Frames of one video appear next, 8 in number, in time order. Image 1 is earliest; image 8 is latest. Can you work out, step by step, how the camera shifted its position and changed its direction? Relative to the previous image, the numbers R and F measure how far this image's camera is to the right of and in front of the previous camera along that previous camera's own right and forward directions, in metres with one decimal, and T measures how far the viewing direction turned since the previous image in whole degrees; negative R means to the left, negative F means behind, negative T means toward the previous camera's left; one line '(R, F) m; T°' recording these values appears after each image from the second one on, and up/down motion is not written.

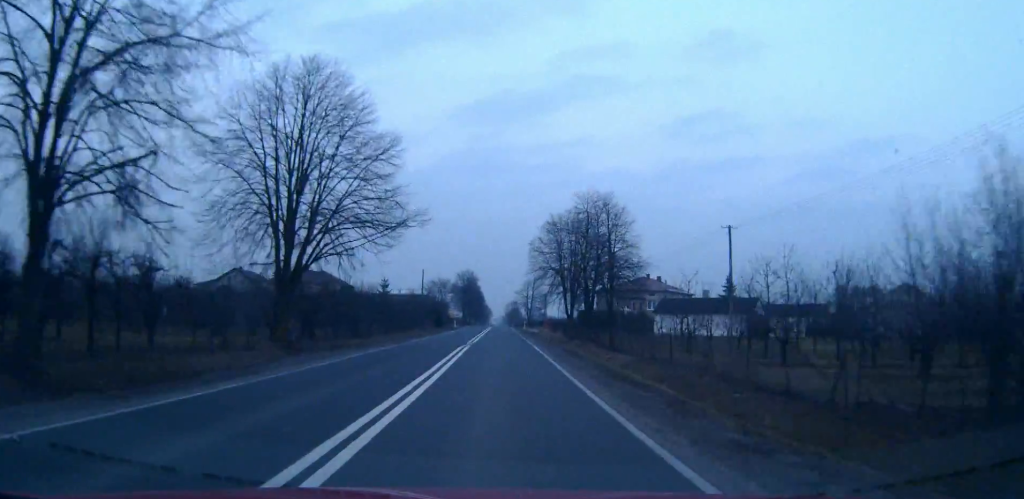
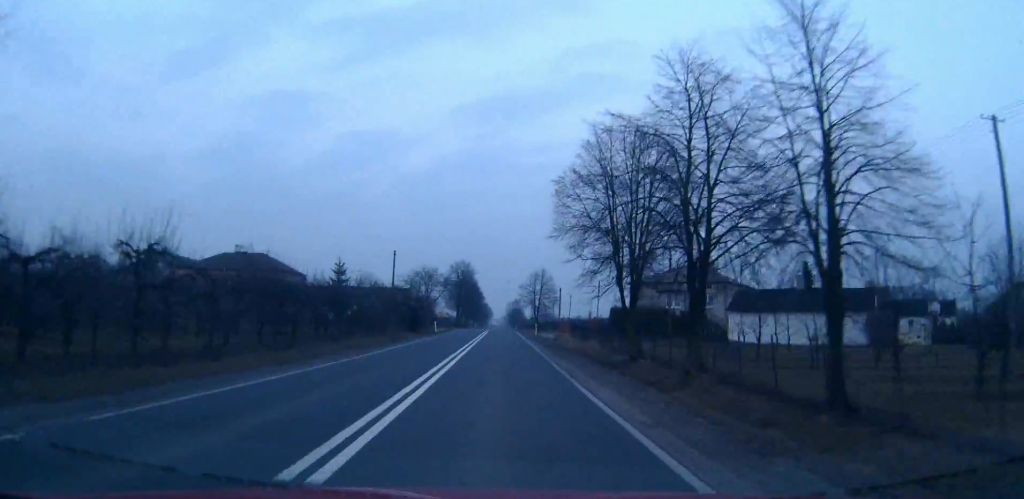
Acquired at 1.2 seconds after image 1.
(0.0, +29.5) m; 0°
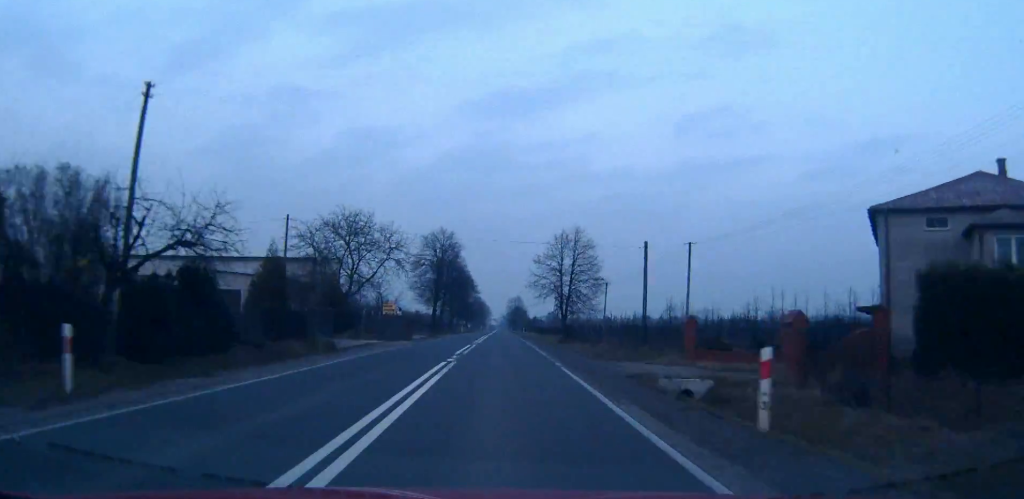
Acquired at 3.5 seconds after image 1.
(0.0, +56.5) m; 0°
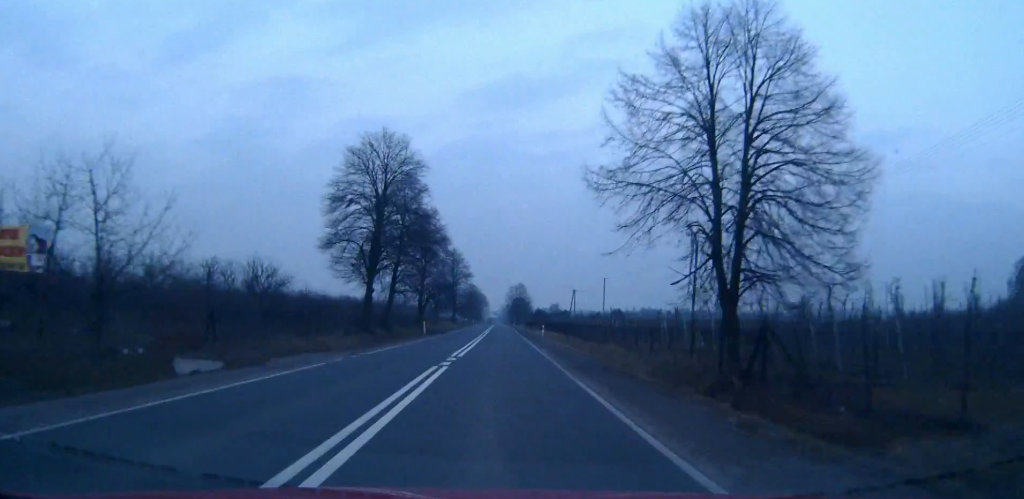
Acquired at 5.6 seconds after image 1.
(0.0, +51.6) m; 0°
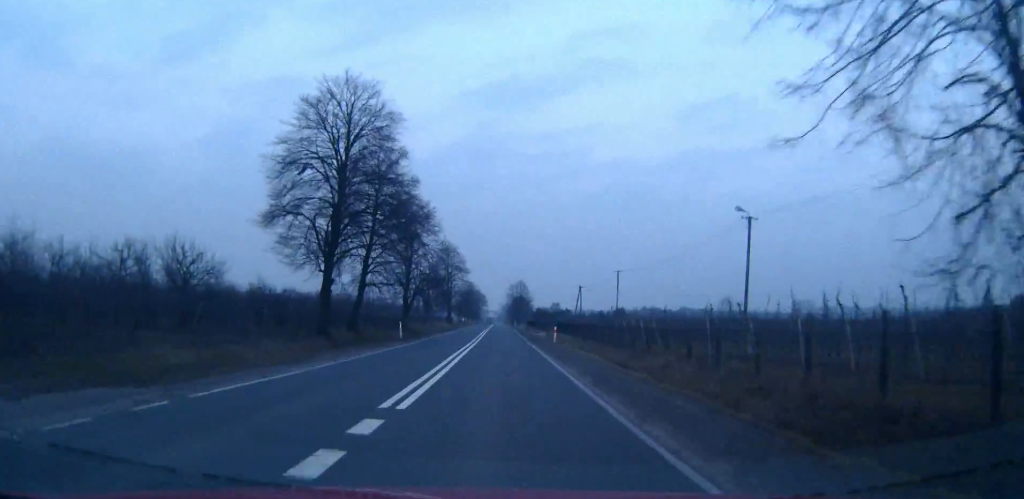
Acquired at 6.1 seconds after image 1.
(0.0, +13.1) m; 0°
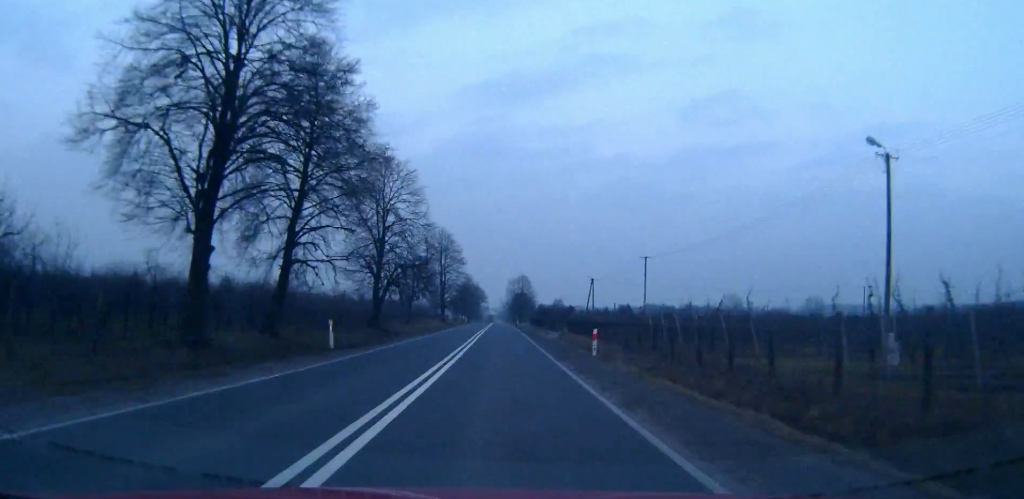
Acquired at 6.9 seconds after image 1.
(0.0, +18.1) m; 0°
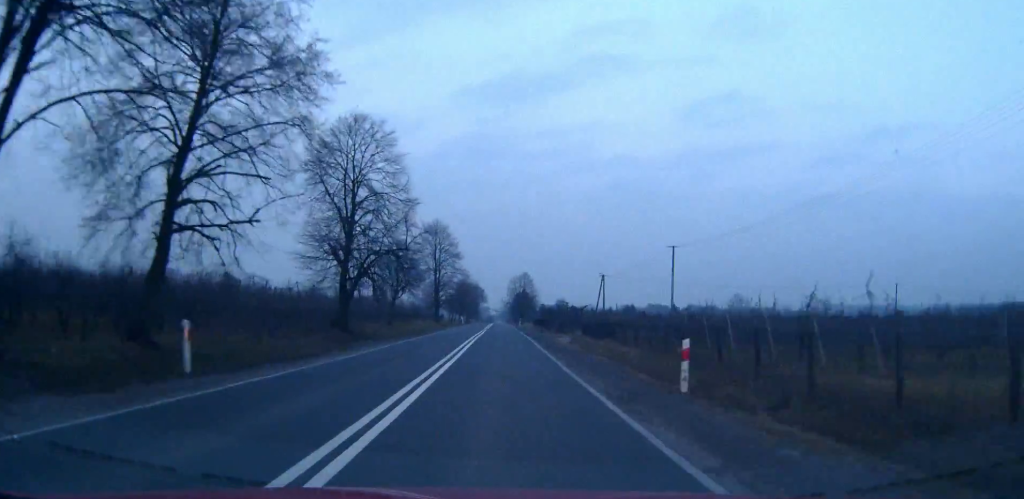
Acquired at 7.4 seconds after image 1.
(0.0, +12.4) m; 0°
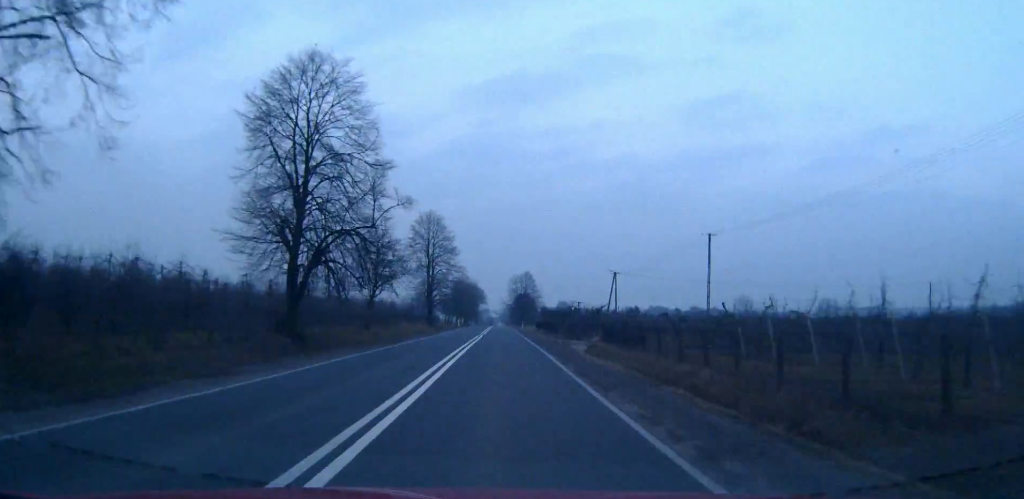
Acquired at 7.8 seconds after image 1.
(0.0, +11.6) m; 0°
